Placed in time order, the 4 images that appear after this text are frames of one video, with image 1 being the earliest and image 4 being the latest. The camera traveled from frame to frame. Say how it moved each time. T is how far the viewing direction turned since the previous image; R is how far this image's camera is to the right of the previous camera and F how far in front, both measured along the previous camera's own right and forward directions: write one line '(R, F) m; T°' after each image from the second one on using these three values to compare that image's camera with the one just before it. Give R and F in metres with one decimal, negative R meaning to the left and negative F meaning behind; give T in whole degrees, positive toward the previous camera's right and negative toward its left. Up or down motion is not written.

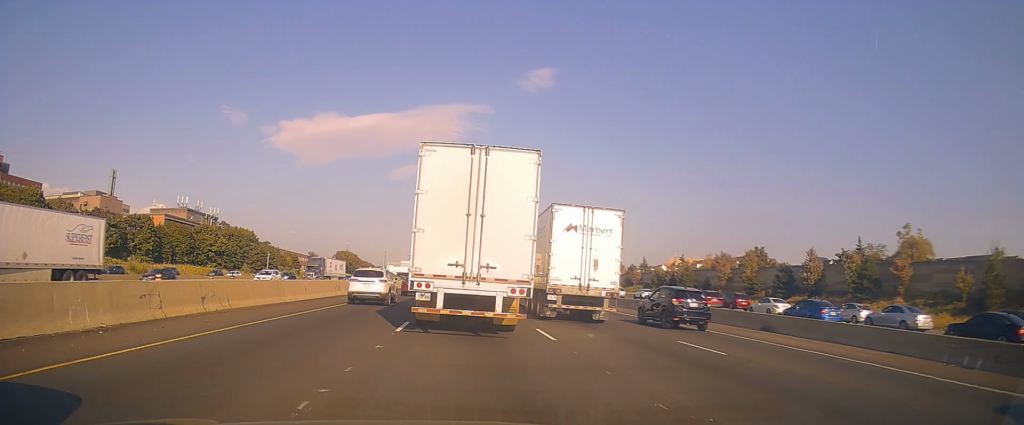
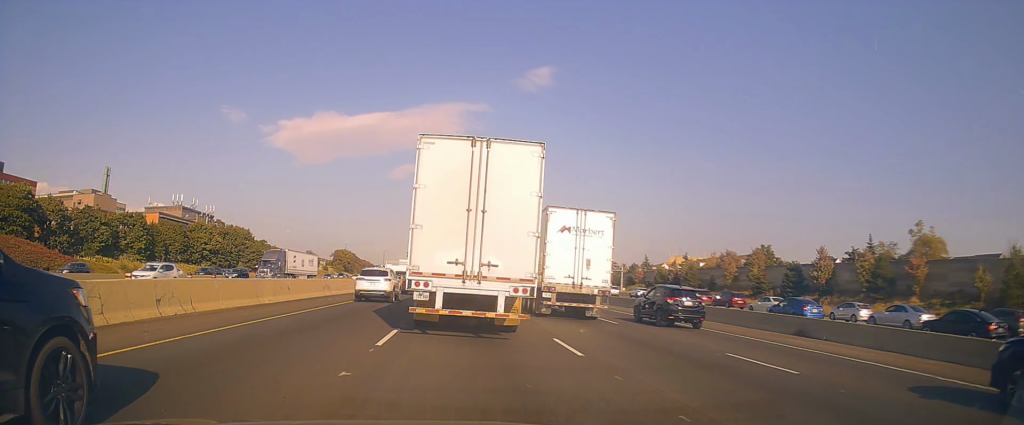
(+0.5, +3.0) m; -3°
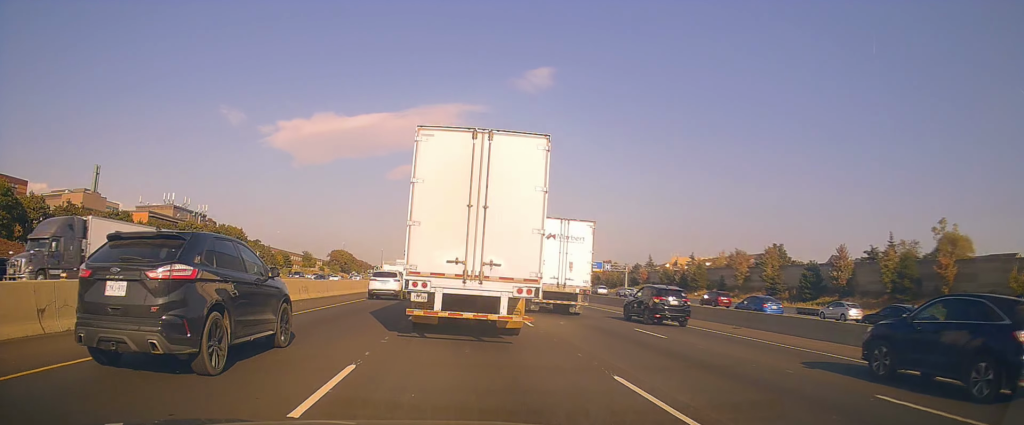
(-0.9, +5.3) m; -4°
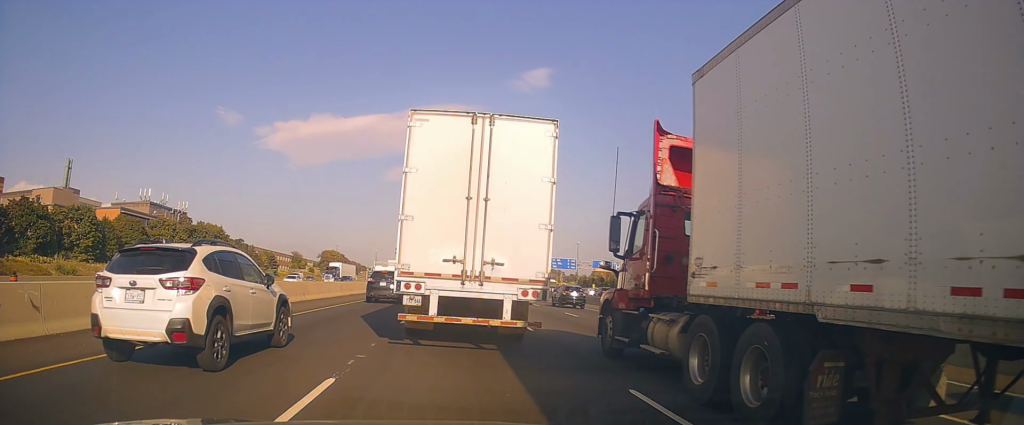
(+0.7, +13.0) m; +1°
